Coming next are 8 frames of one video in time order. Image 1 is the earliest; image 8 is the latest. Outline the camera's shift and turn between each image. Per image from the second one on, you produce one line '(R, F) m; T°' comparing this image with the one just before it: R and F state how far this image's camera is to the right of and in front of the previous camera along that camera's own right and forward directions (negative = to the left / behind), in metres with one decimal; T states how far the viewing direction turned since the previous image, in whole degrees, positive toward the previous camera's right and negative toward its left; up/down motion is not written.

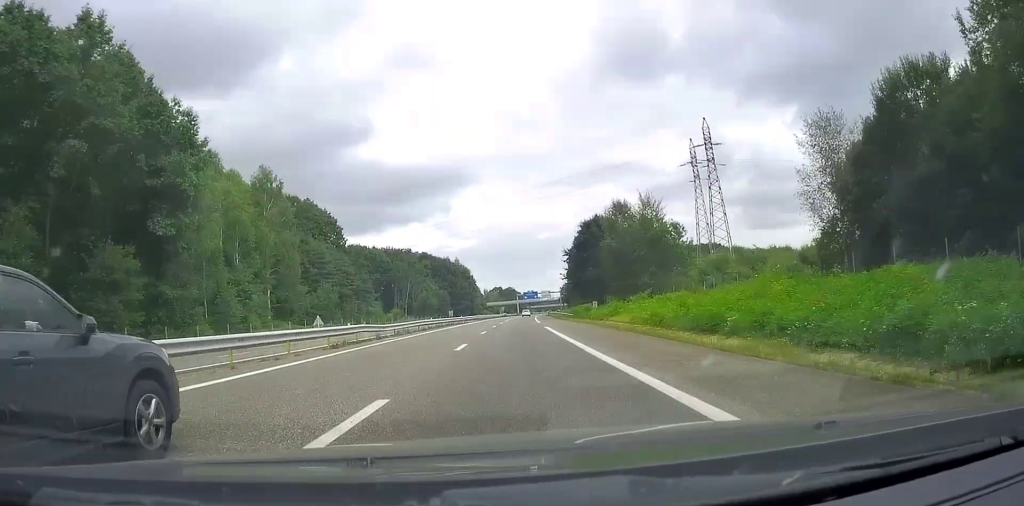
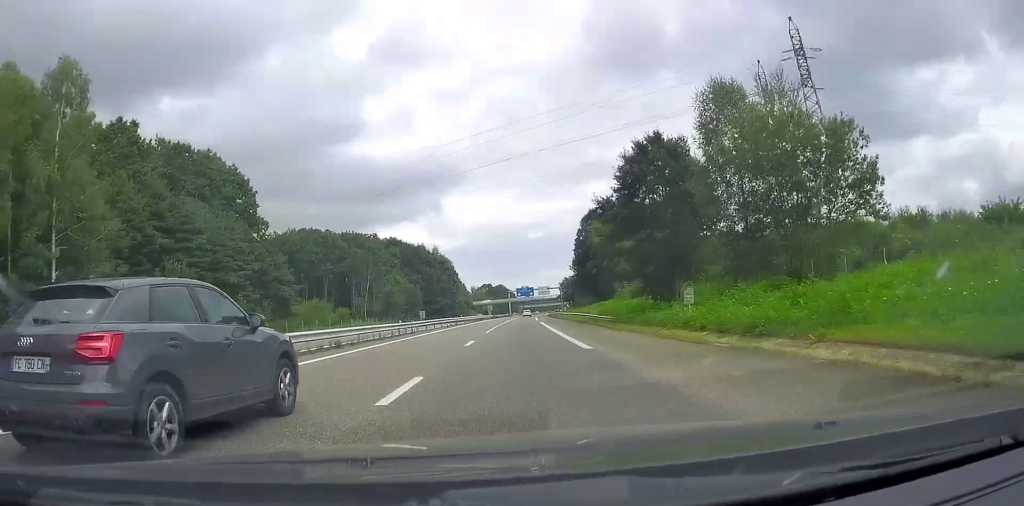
(0.0, +35.9) m; +1°
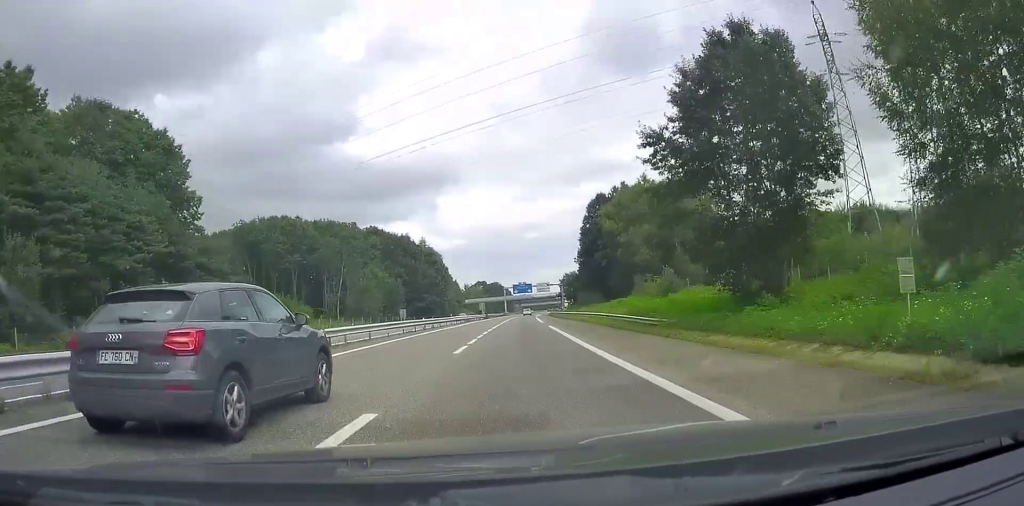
(0.0, +16.8) m; +1°
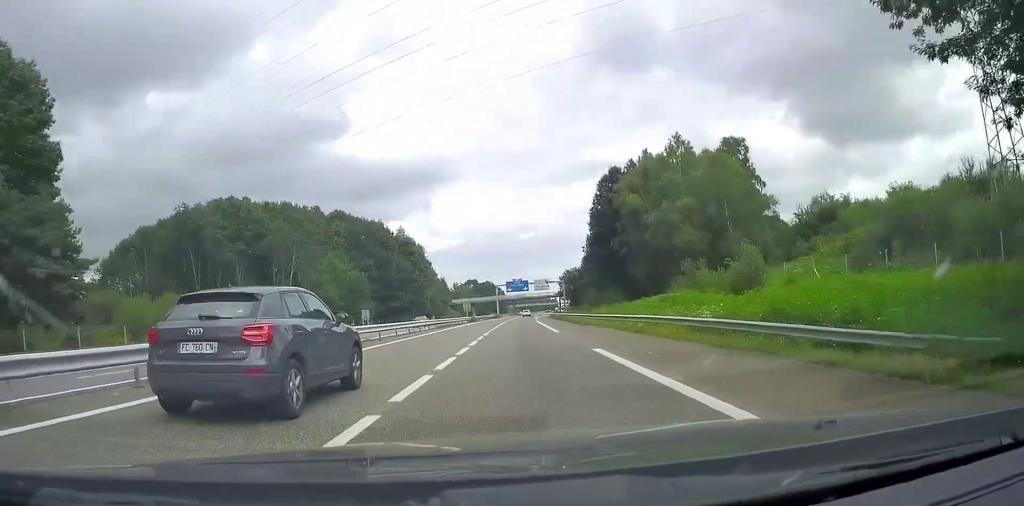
(+0.3, +21.9) m; +1°
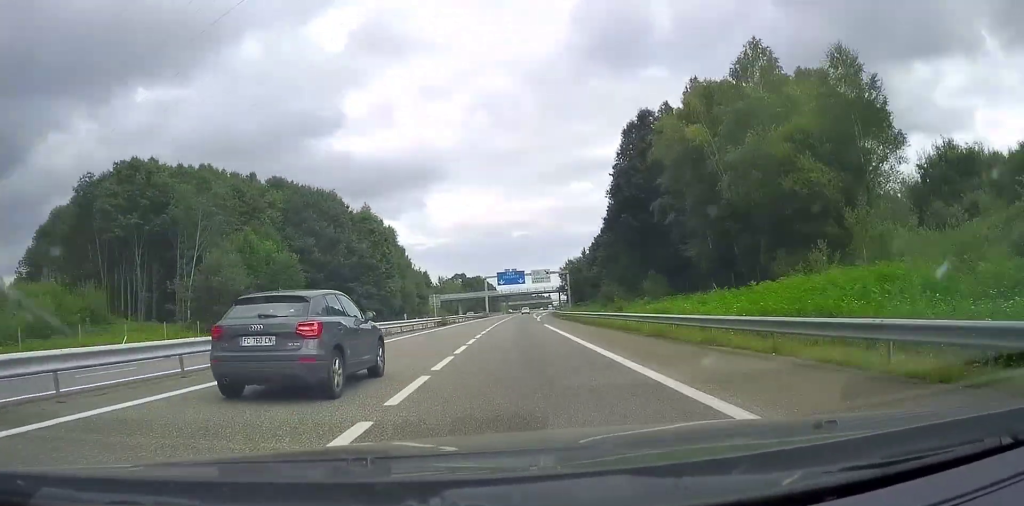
(+0.2, +26.2) m; +1°
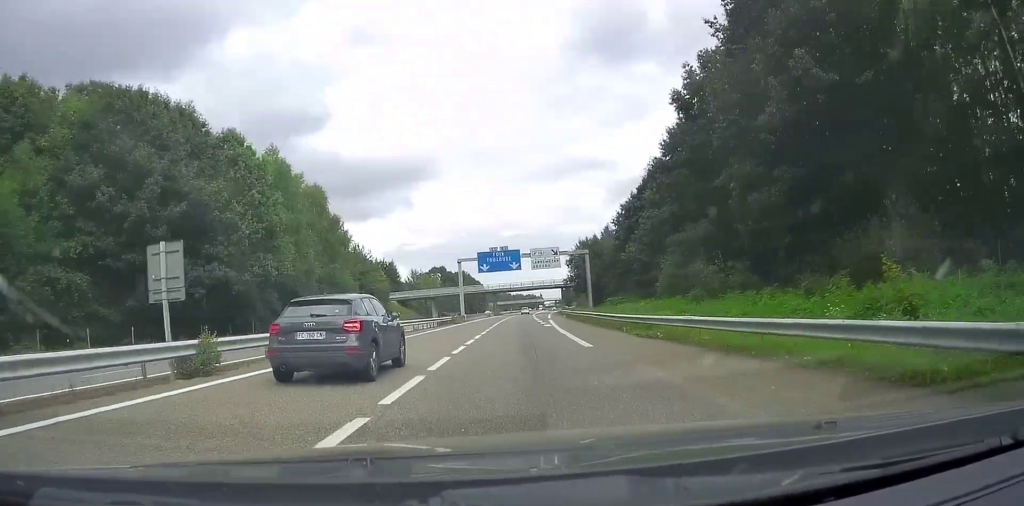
(+0.2, +39.3) m; +1°
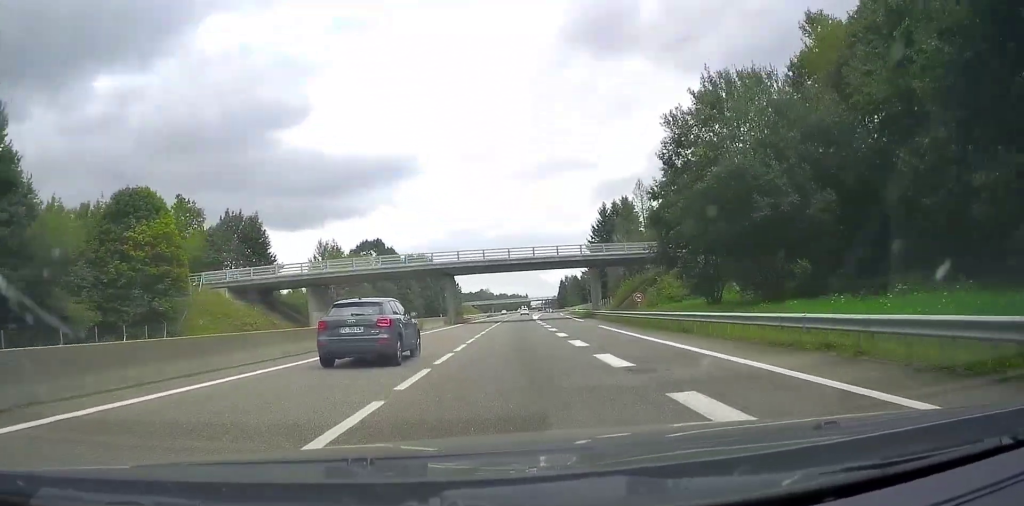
(+1.7, +72.2) m; +2°
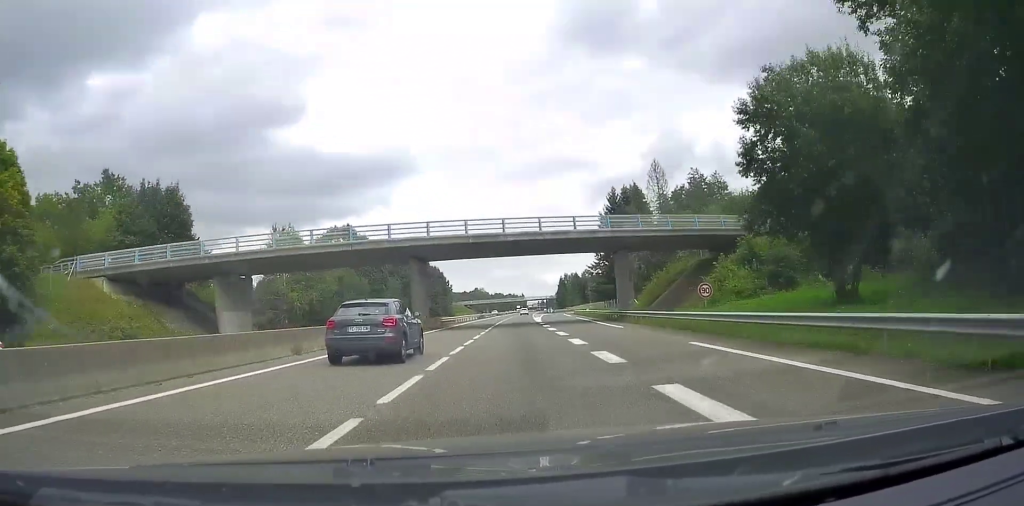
(0.0, +18.6) m; 0°
